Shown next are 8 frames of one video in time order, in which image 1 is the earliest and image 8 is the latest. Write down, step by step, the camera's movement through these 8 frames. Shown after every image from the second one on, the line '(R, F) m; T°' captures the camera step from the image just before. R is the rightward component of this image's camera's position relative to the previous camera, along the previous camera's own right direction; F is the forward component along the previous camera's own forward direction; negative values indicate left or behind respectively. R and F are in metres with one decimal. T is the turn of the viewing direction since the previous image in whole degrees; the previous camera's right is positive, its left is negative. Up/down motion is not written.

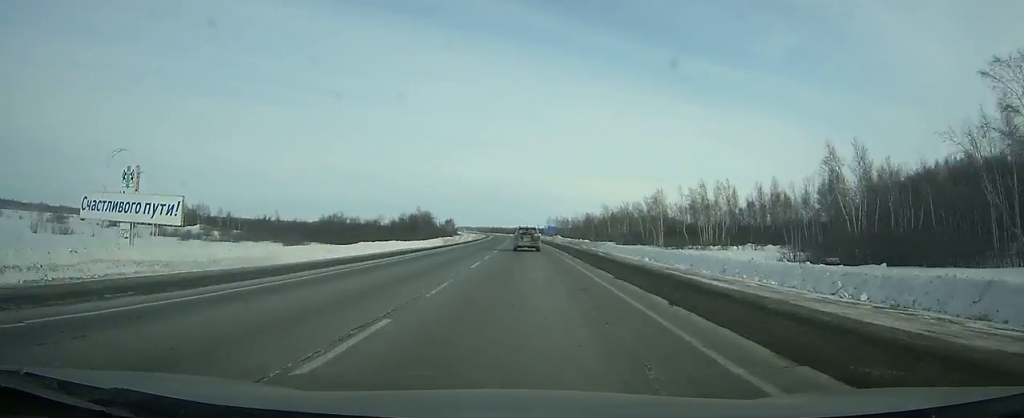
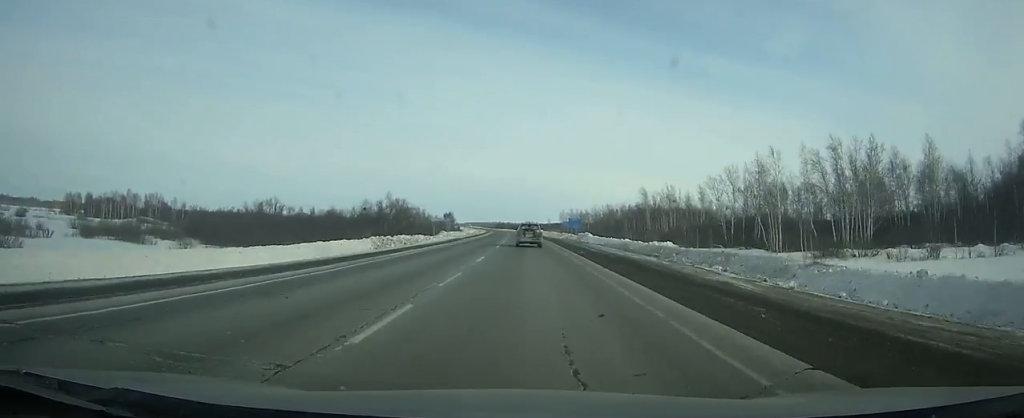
(-0.3, +46.6) m; -1°
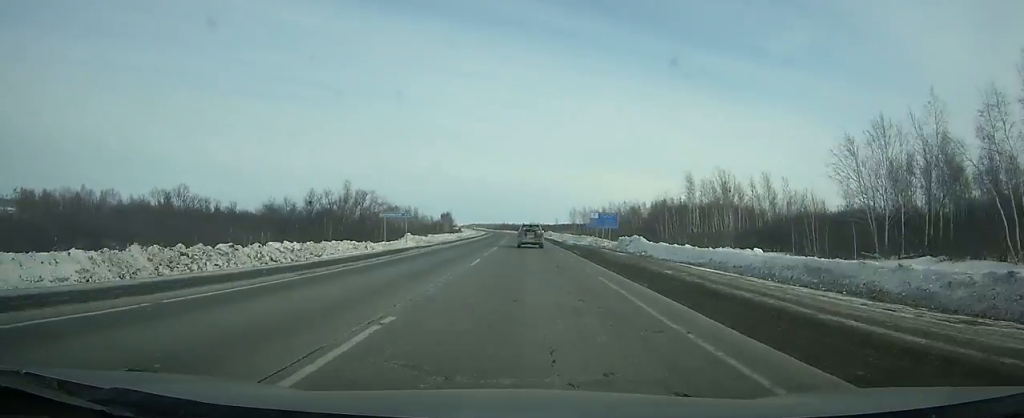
(-0.3, +34.3) m; -1°
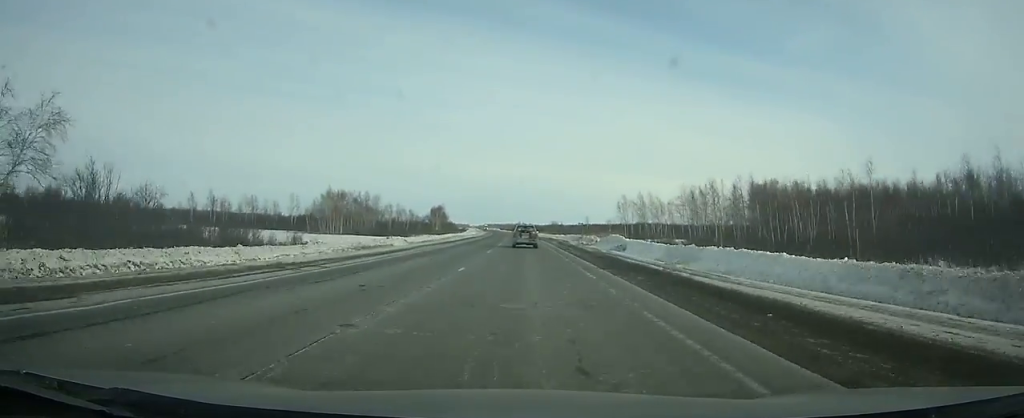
(-1.2, +86.1) m; -2°
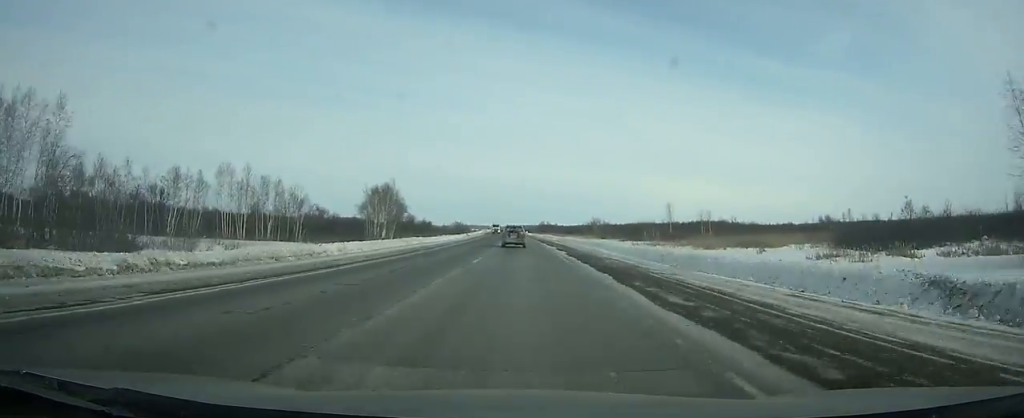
(-2.6, +119.5) m; -2°
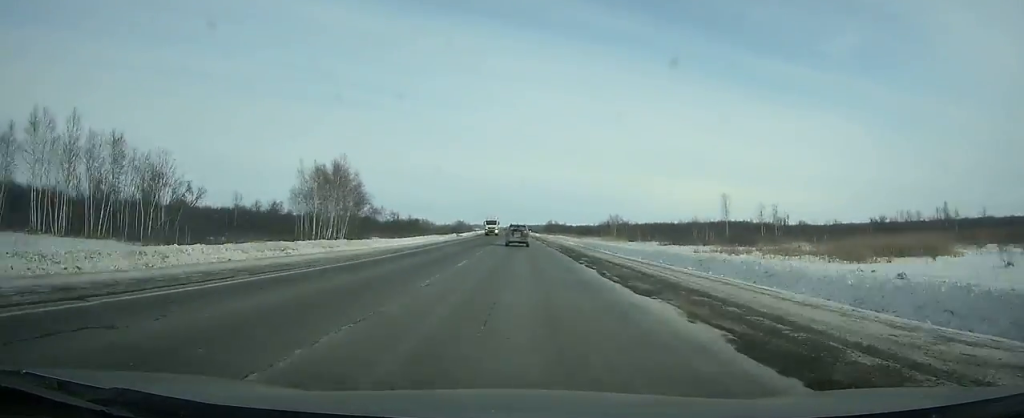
(-0.1, +35.3) m; -1°
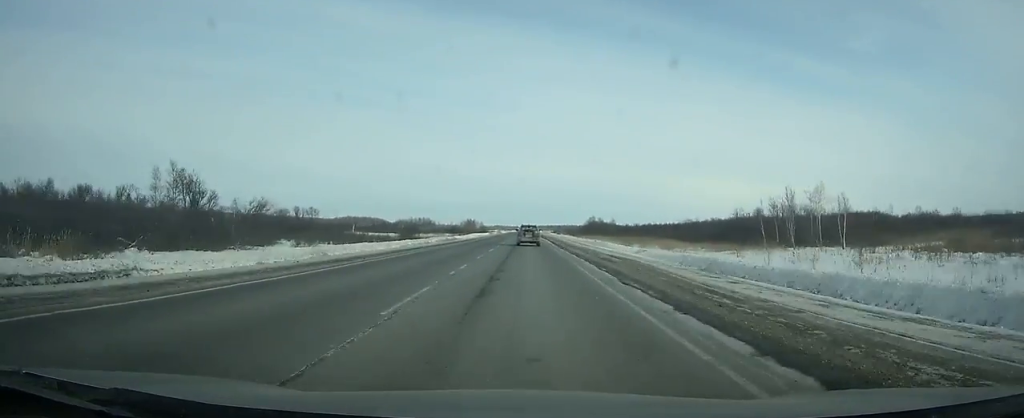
(-2.8, +132.4) m; -2°
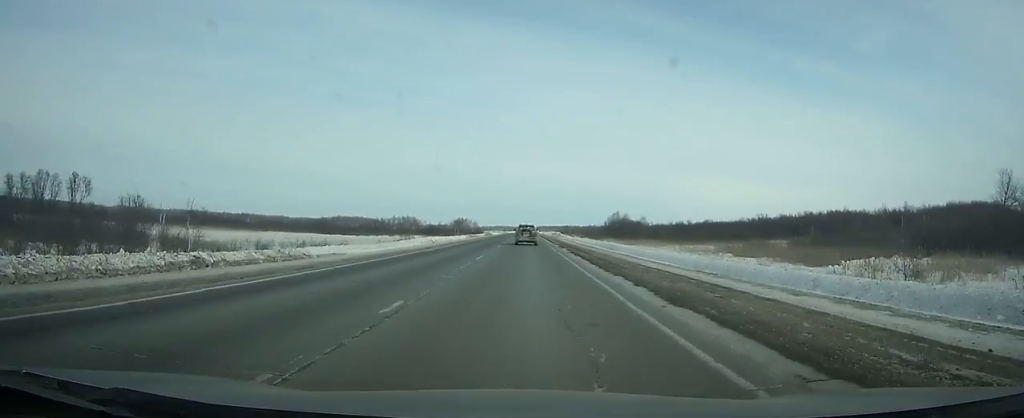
(-0.4, +71.9) m; 0°
